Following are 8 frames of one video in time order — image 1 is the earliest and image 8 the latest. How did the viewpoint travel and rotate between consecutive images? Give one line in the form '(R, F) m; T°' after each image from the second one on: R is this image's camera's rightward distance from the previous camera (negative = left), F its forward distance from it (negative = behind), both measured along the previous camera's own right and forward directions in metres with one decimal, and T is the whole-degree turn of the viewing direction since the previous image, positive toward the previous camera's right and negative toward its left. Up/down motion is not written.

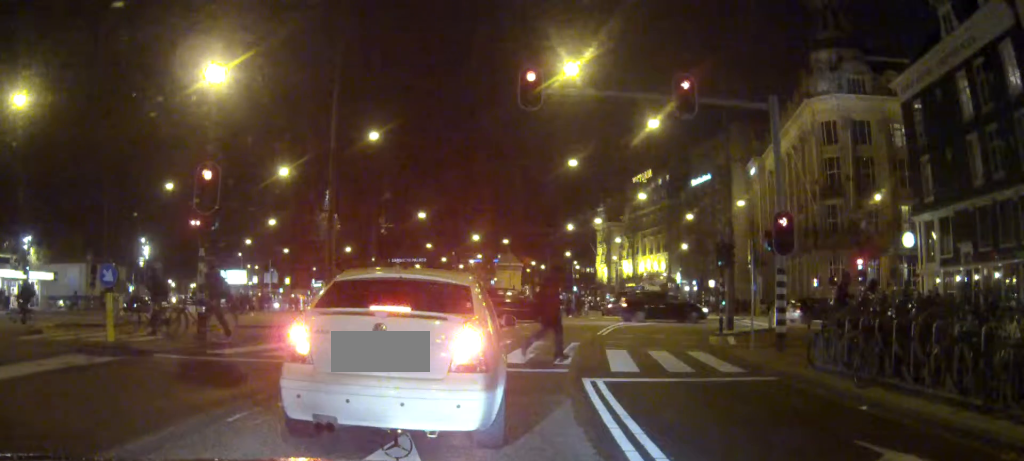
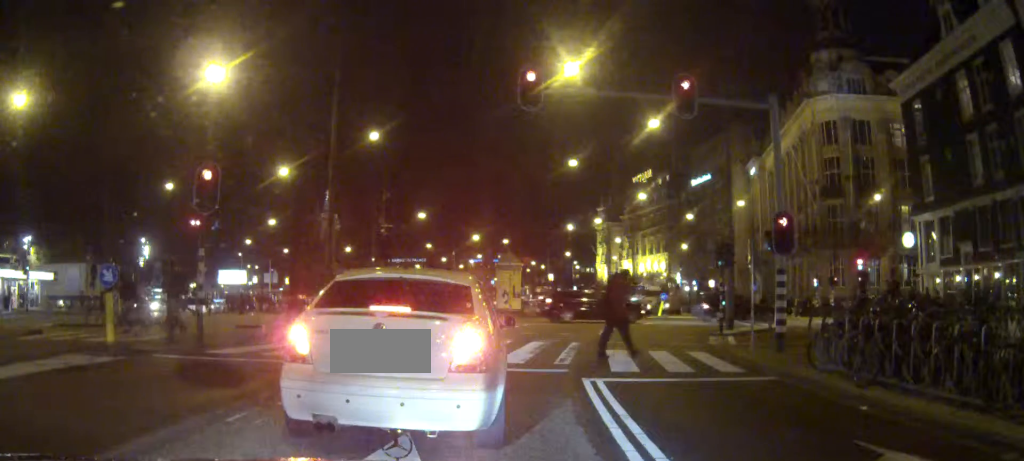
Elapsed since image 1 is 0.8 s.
(0.0, 0.0) m; 0°
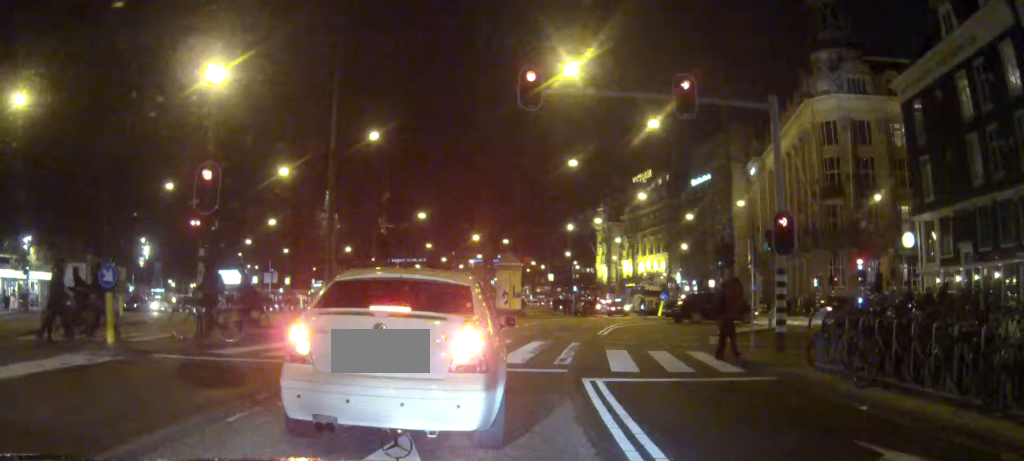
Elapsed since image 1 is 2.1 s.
(0.0, 0.0) m; 0°
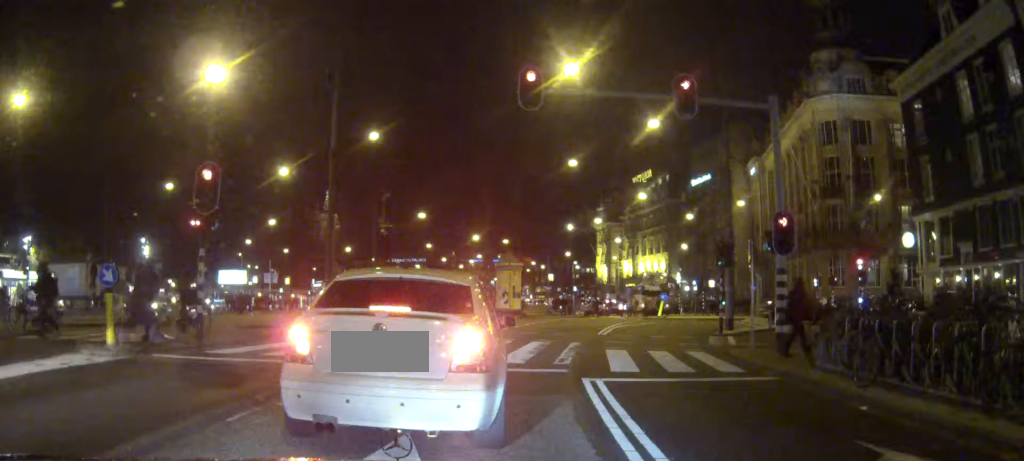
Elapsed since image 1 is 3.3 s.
(0.0, 0.0) m; 0°
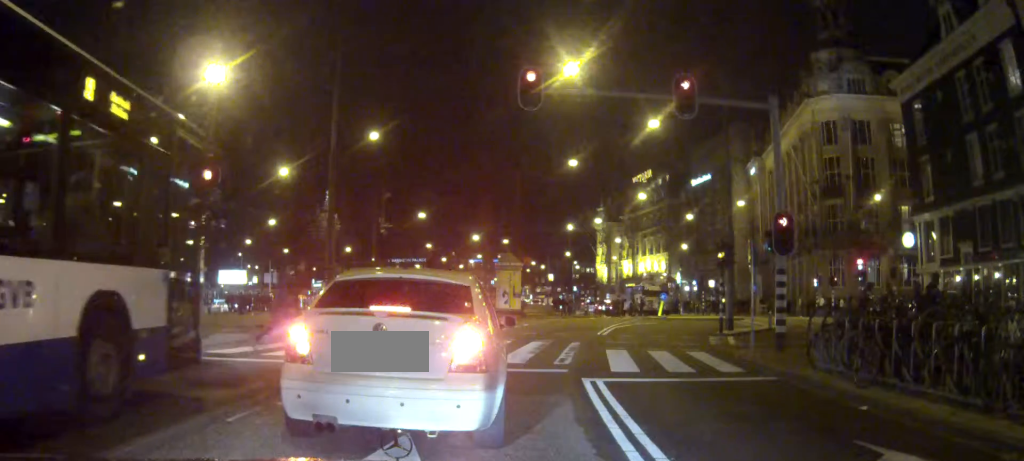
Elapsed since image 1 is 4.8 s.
(0.0, 0.0) m; 0°
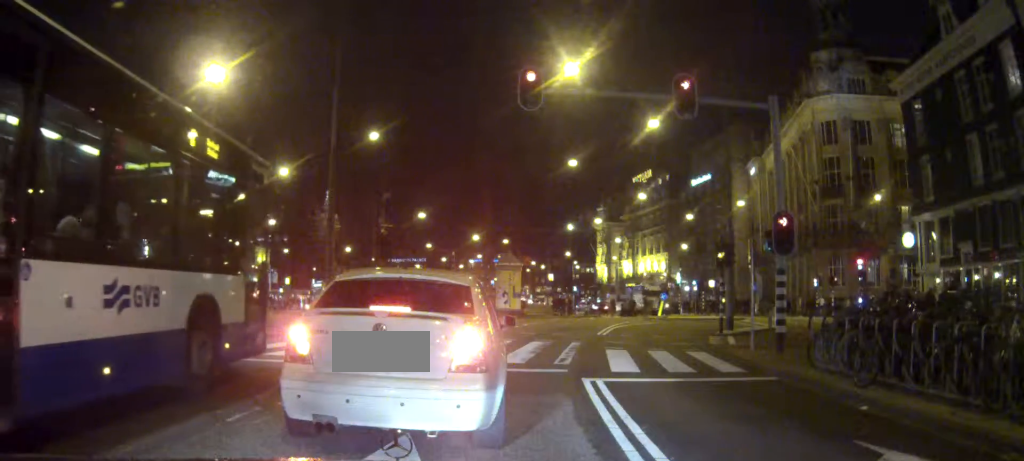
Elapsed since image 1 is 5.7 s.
(0.0, 0.0) m; 0°
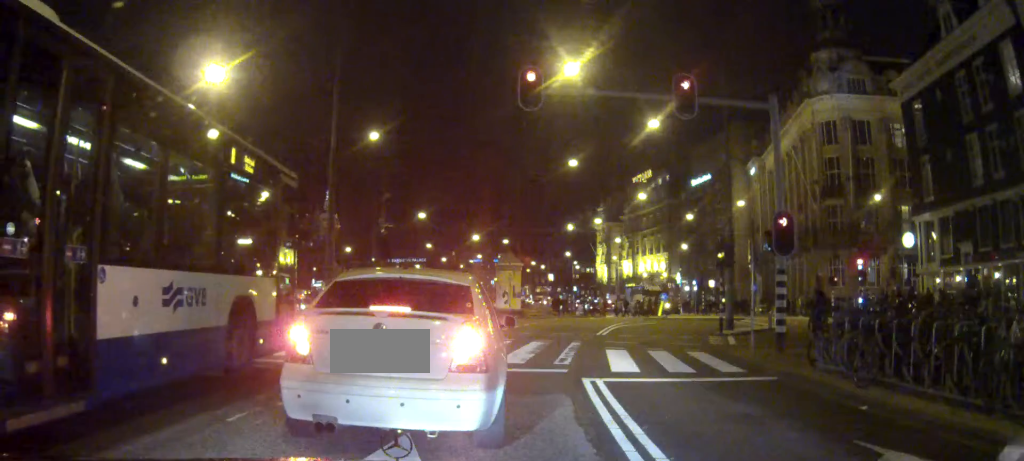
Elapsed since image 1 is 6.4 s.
(0.0, 0.0) m; 0°
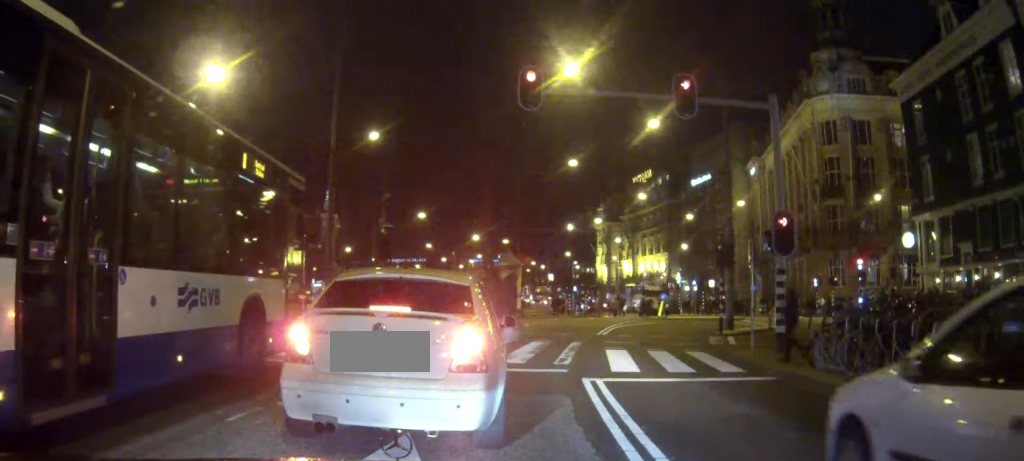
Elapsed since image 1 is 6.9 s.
(0.0, 0.0) m; 0°
